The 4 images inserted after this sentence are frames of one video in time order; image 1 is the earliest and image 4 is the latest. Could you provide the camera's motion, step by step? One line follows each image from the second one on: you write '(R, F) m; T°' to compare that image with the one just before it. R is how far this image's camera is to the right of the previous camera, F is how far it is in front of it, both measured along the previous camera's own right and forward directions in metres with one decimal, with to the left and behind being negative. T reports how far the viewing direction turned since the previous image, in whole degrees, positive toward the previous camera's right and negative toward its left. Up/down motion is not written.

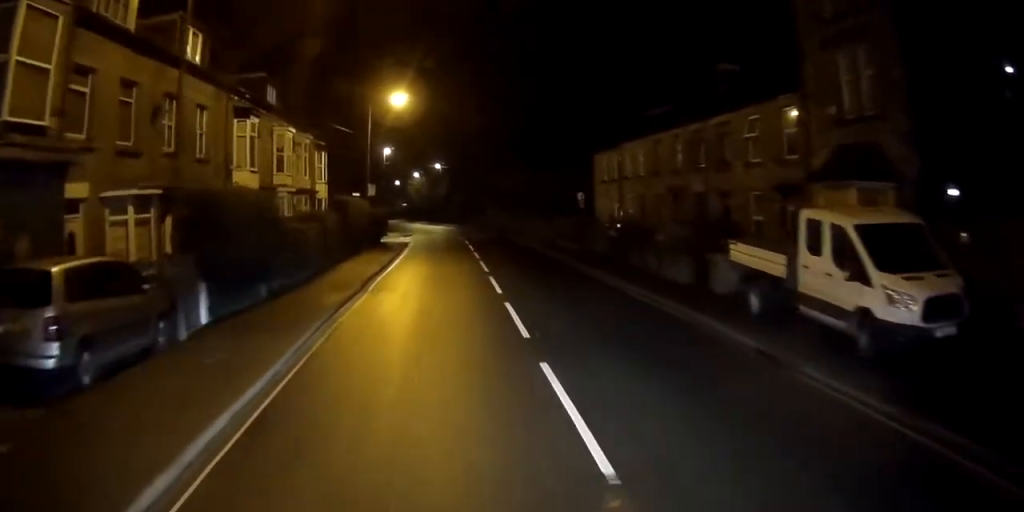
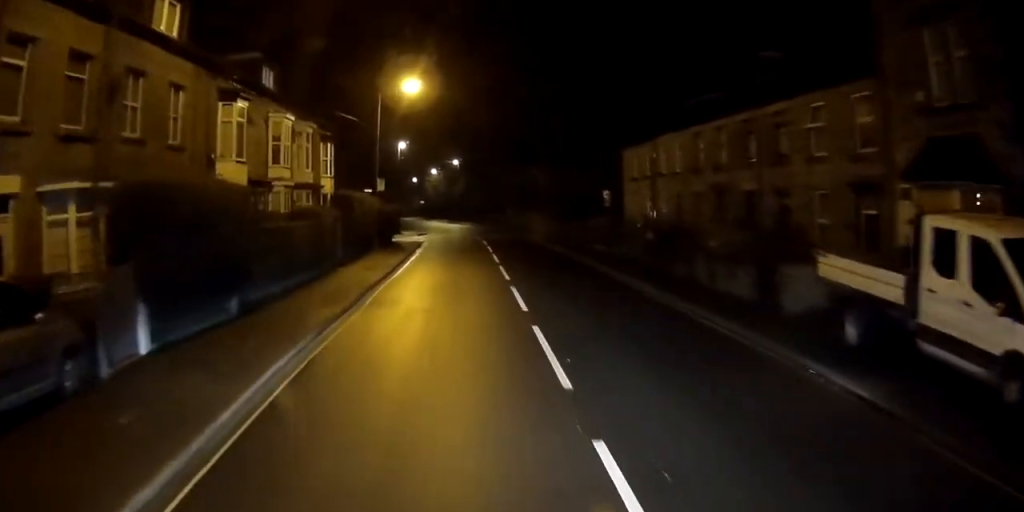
(+0.2, +3.5) m; -4°
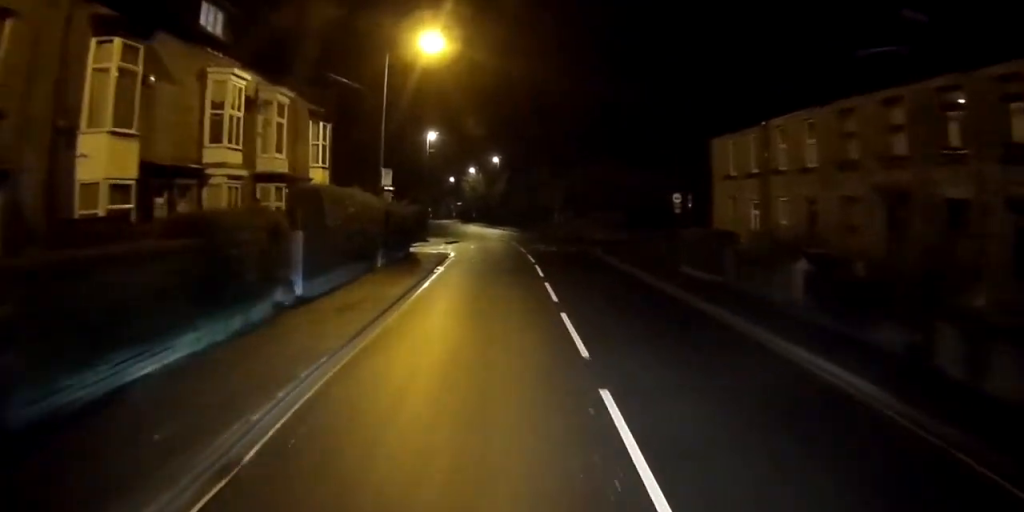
(-1.6, +10.1) m; -13°
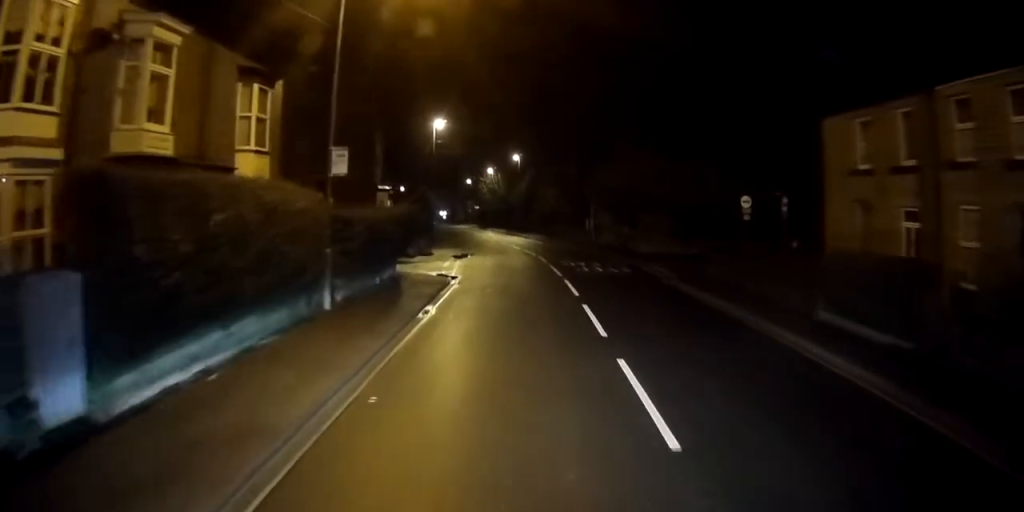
(-0.4, +10.0) m; -2°
